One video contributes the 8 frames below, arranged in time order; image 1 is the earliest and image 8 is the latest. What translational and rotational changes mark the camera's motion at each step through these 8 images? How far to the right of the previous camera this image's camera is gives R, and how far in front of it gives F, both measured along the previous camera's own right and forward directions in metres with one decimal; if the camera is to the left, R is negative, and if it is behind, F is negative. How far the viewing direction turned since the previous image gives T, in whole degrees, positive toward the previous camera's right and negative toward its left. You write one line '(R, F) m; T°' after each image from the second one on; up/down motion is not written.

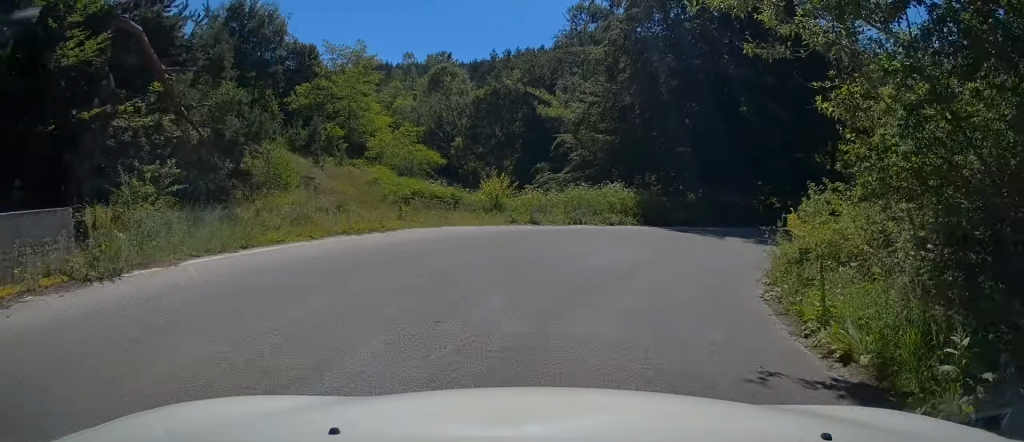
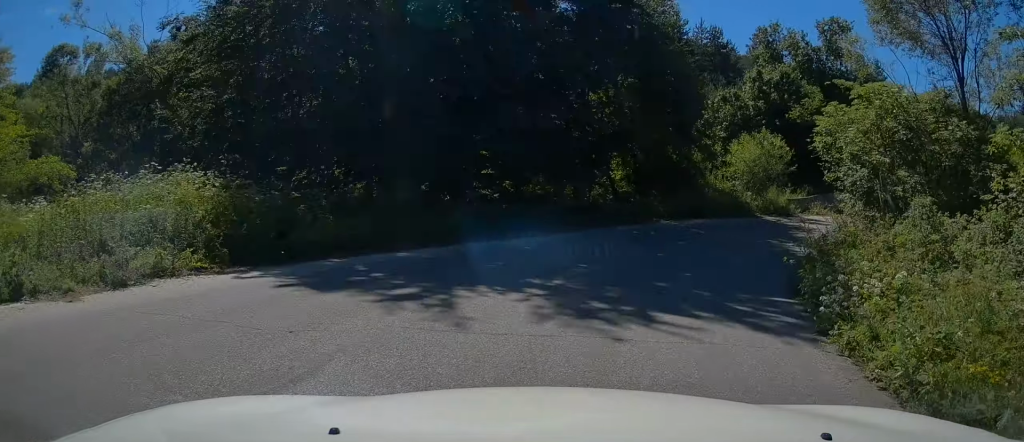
(+3.4, +14.3) m; +26°
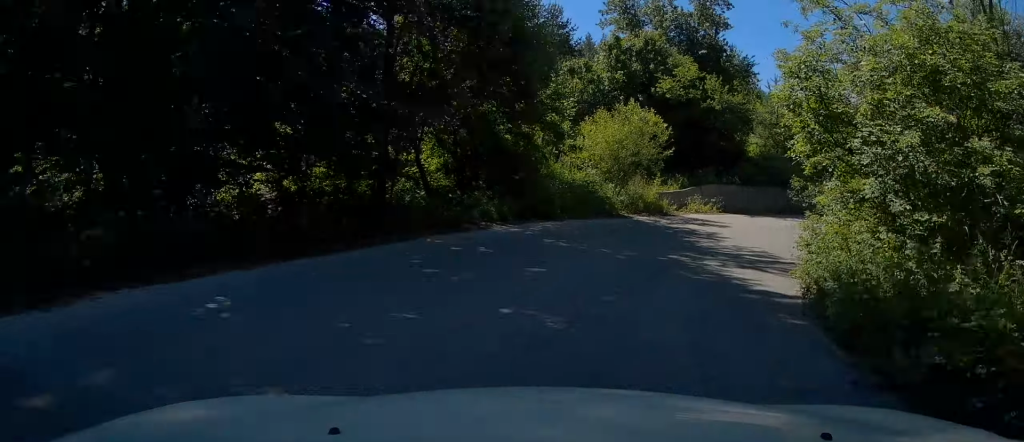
(+0.9, +7.0) m; +16°
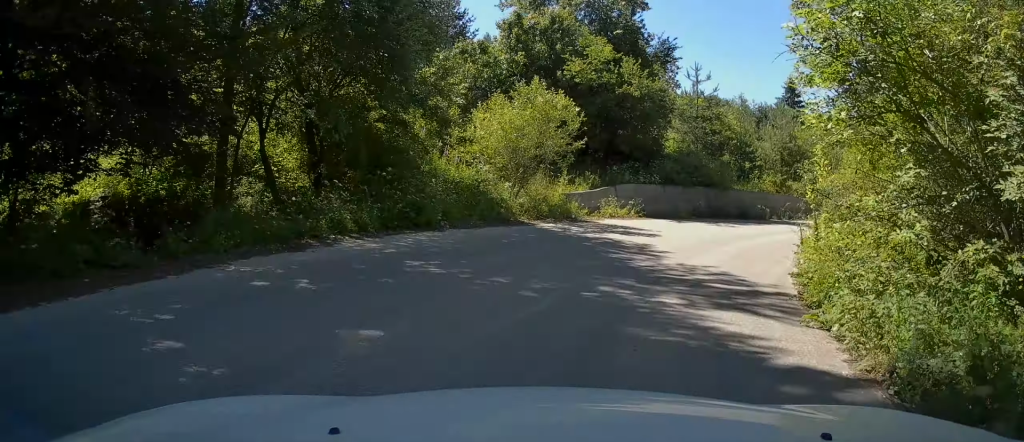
(-0.3, +4.0) m; +10°
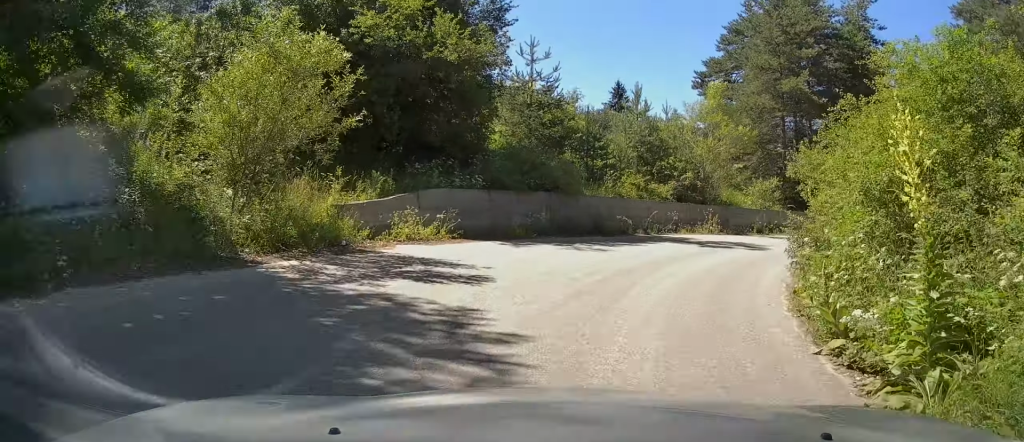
(+1.7, +6.7) m; +16°
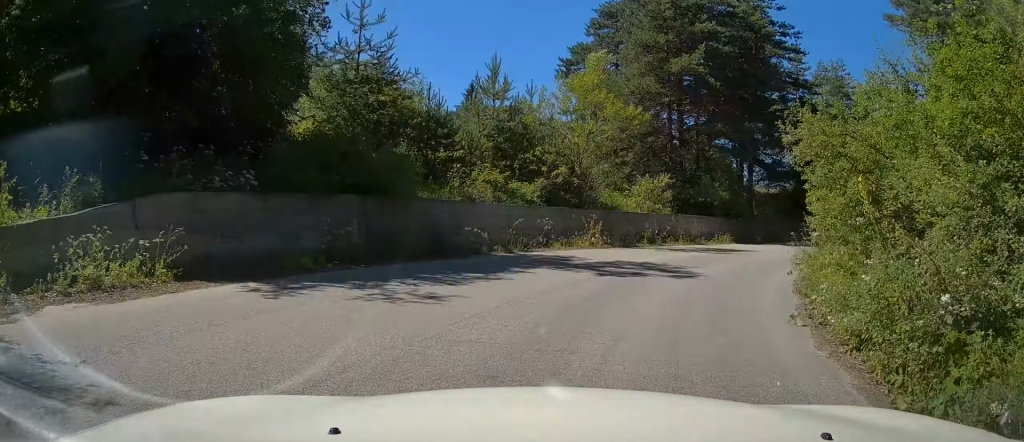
(+0.6, +5.6) m; +9°
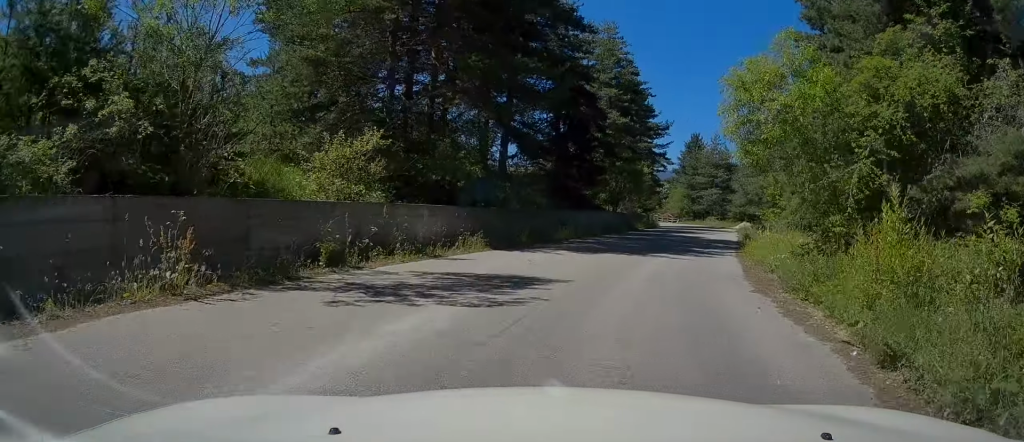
(+1.1, +10.5) m; +15°
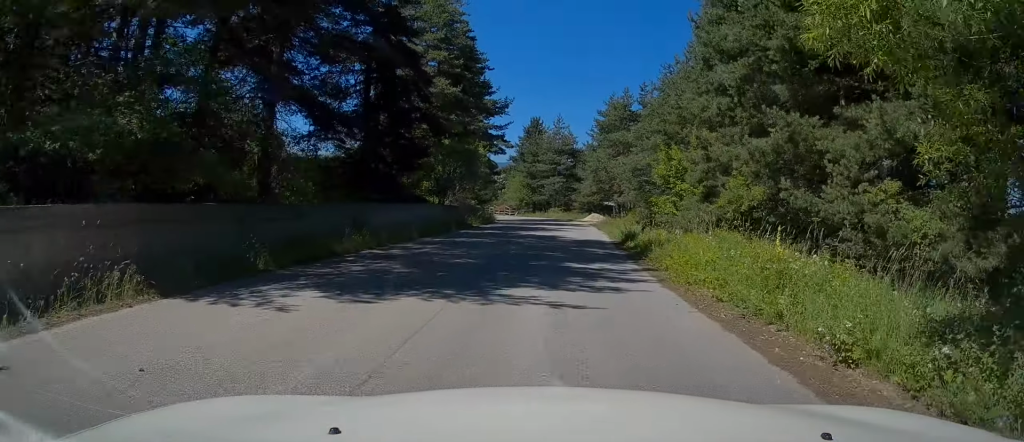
(+1.0, +8.7) m; +17°
